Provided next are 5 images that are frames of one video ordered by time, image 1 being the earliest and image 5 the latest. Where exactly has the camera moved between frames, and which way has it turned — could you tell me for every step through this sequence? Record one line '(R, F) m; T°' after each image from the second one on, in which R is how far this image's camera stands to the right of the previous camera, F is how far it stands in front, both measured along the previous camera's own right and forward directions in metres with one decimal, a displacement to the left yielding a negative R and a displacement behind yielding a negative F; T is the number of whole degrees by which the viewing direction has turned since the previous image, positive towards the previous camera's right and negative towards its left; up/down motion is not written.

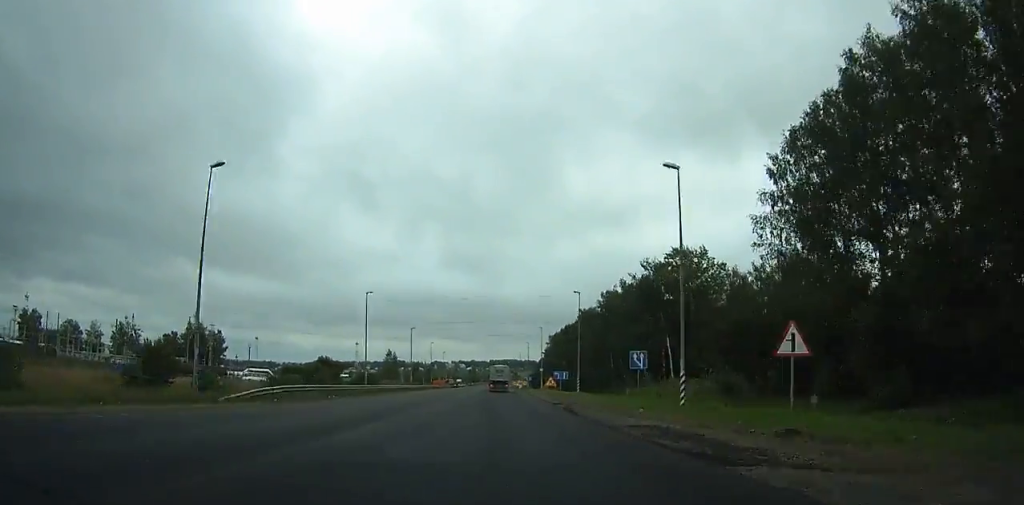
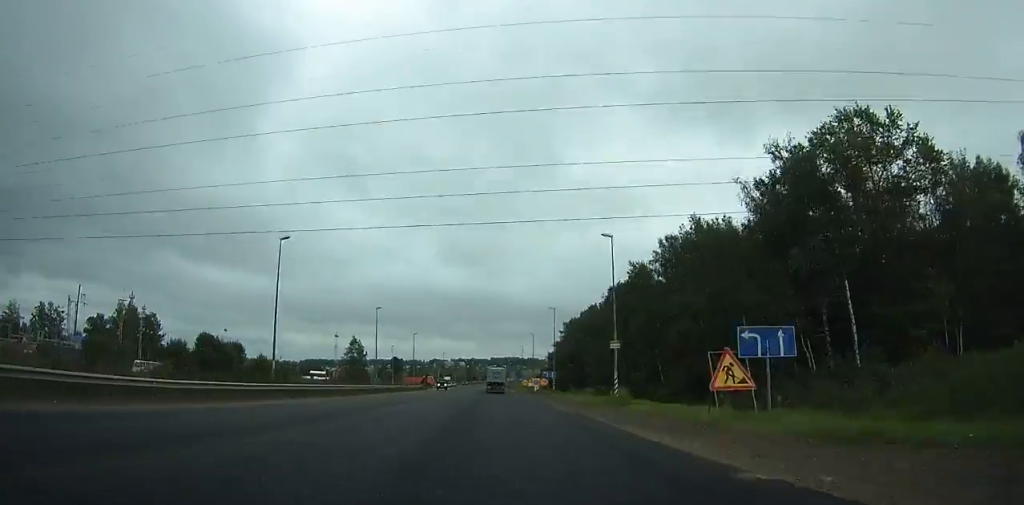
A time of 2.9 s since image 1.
(+0.3, +58.9) m; +1°
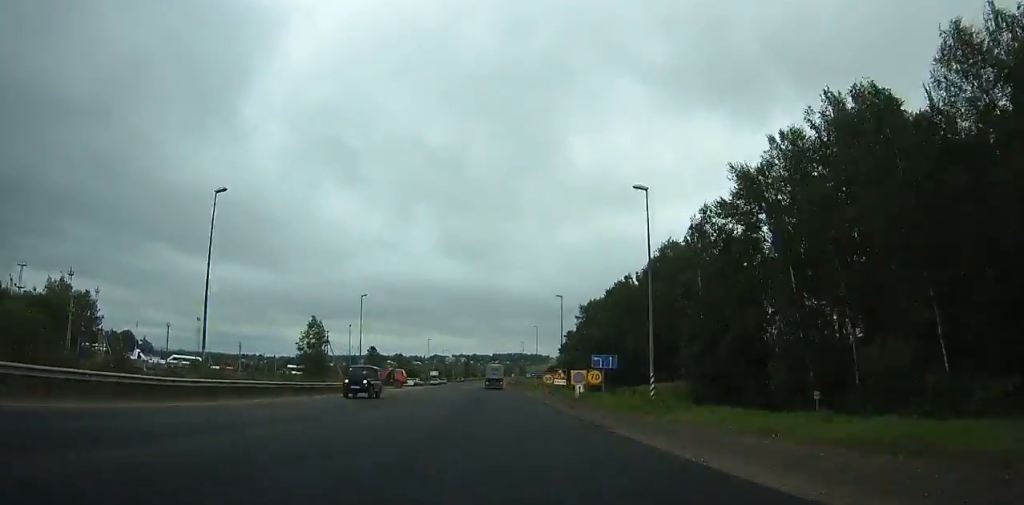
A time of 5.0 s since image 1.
(+0.3, +43.2) m; 0°
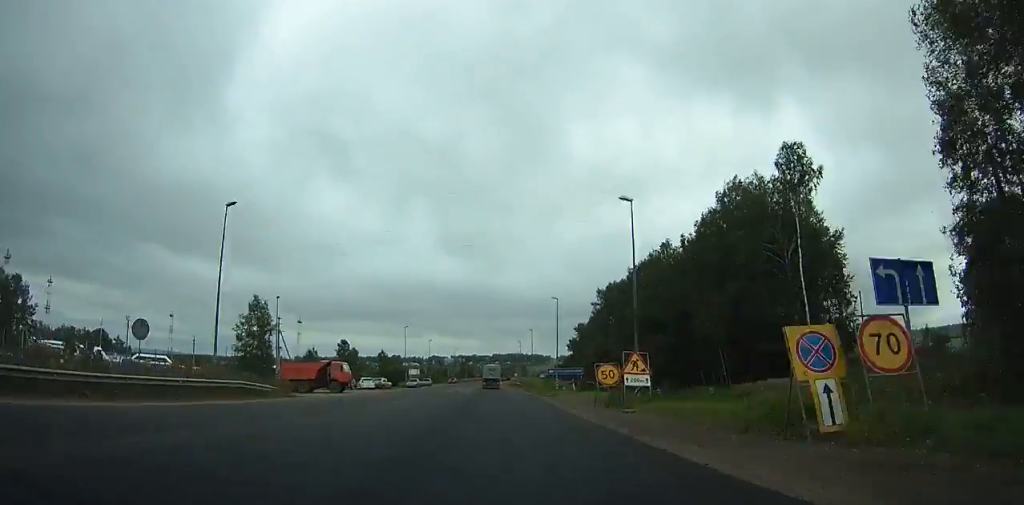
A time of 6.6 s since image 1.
(+0.1, +33.1) m; 0°
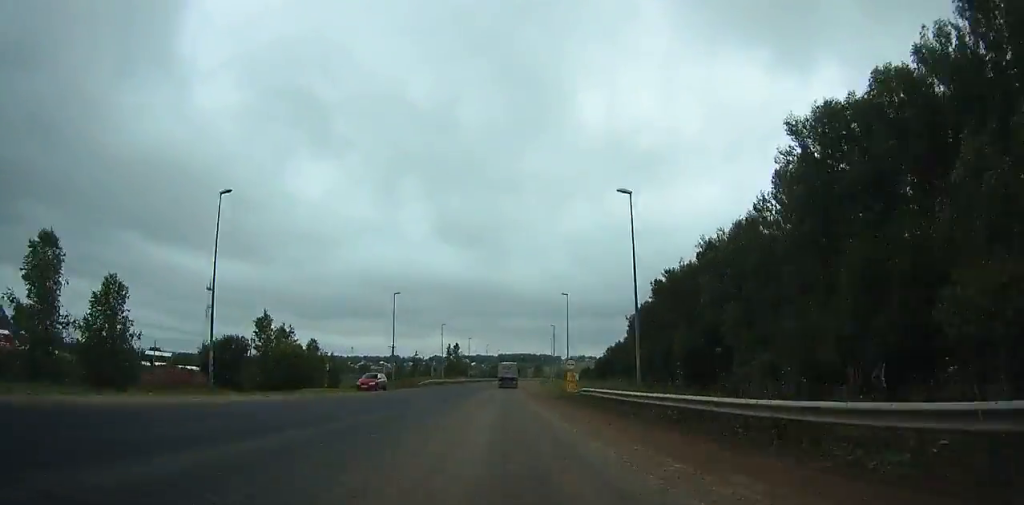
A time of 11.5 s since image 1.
(-1.1, +102.9) m; 0°
